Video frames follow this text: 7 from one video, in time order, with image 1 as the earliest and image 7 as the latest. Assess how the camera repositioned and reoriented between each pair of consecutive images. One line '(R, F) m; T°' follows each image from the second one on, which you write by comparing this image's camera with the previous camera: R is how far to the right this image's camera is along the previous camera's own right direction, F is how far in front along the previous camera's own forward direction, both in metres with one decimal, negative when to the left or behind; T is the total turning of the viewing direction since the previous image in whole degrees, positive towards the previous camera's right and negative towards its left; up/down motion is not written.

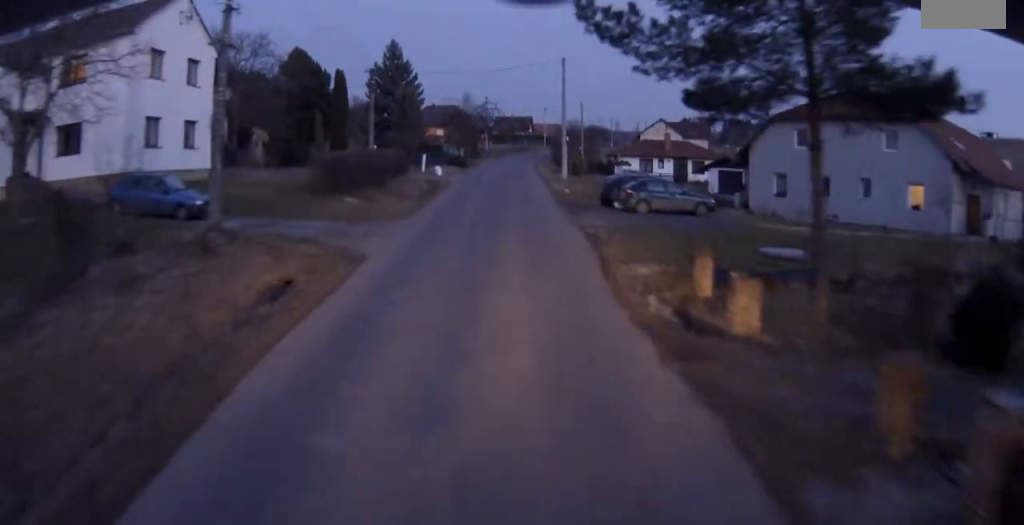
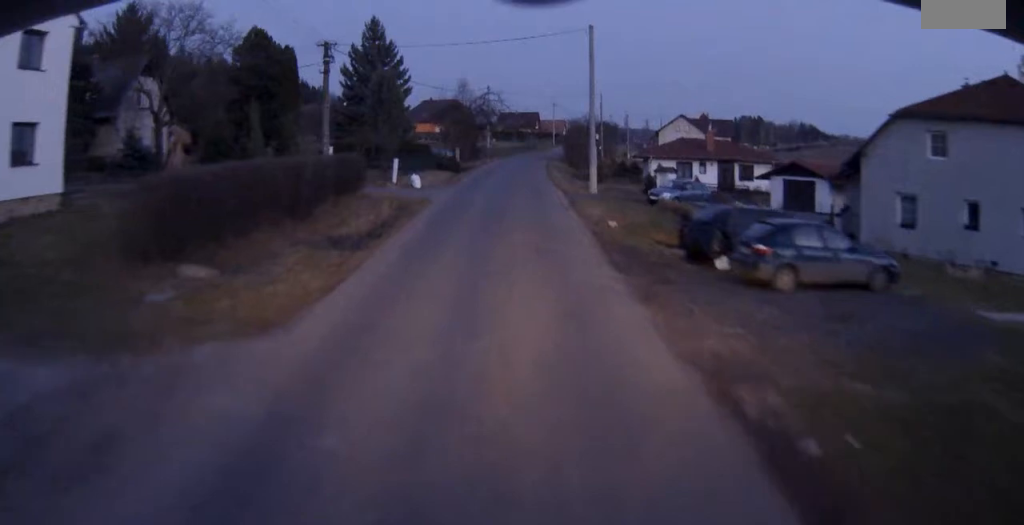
(0.0, +17.9) m; +1°
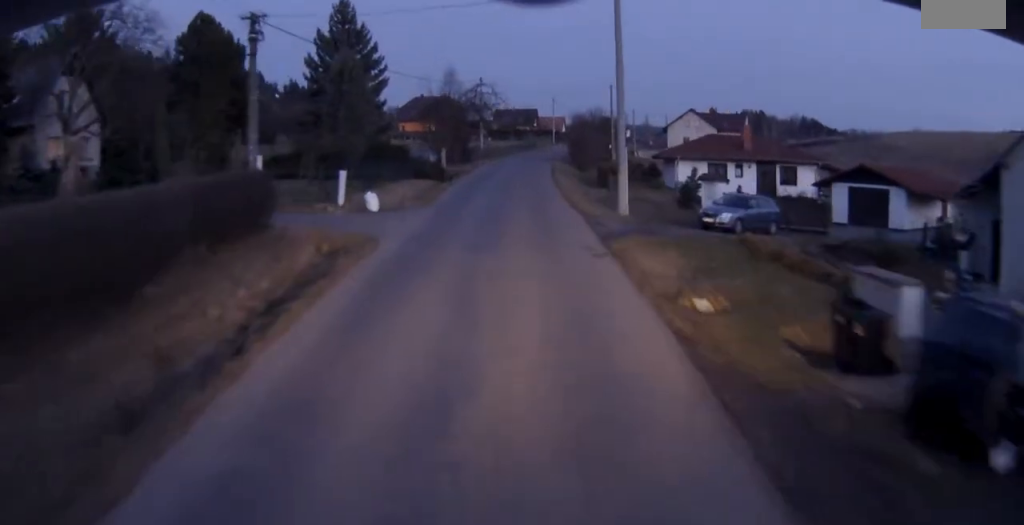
(+0.2, +12.6) m; +2°
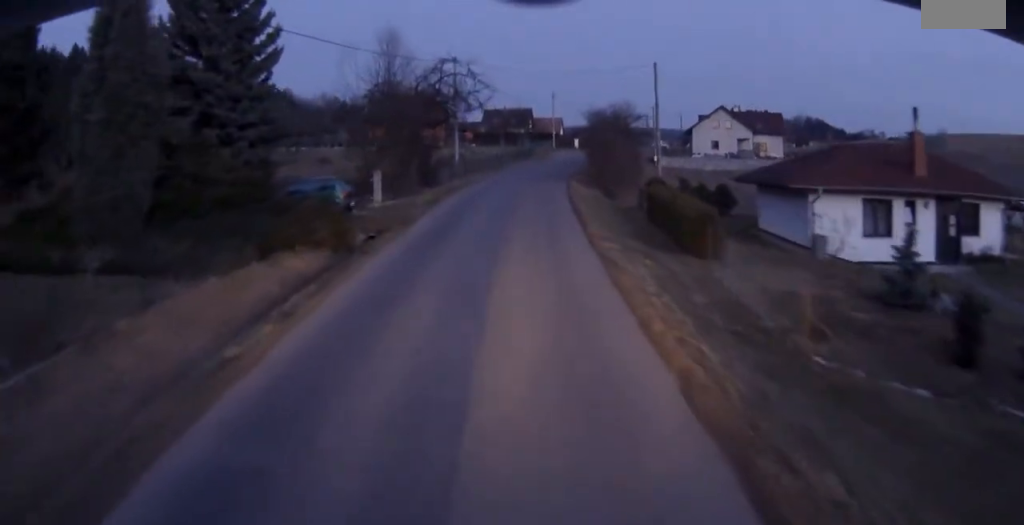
(+0.8, +25.7) m; +2°
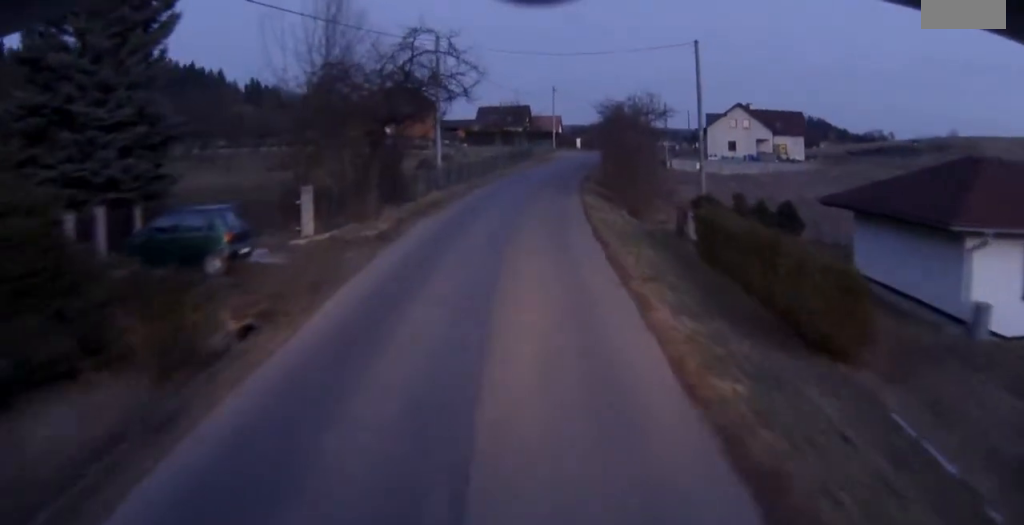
(-0.1, +11.3) m; +1°
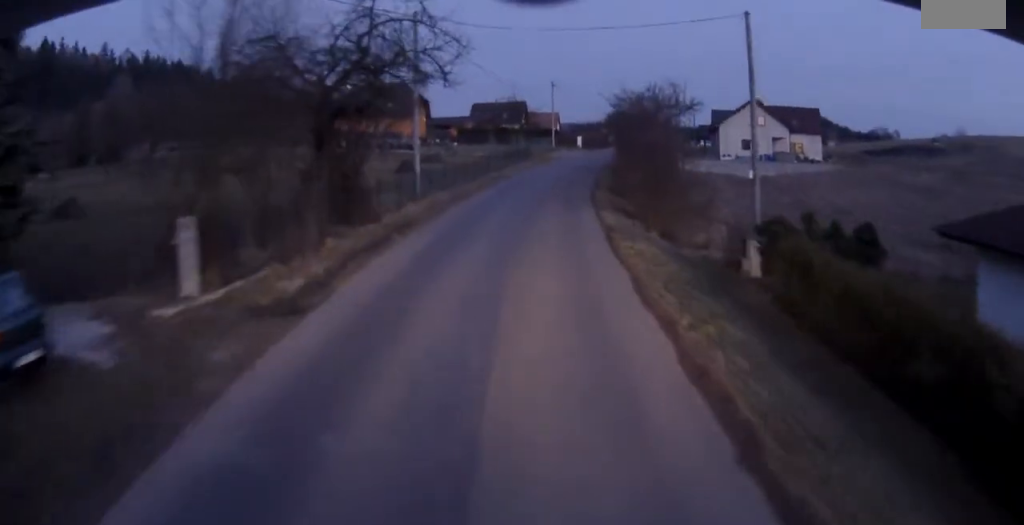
(+0.2, +8.4) m; +2°
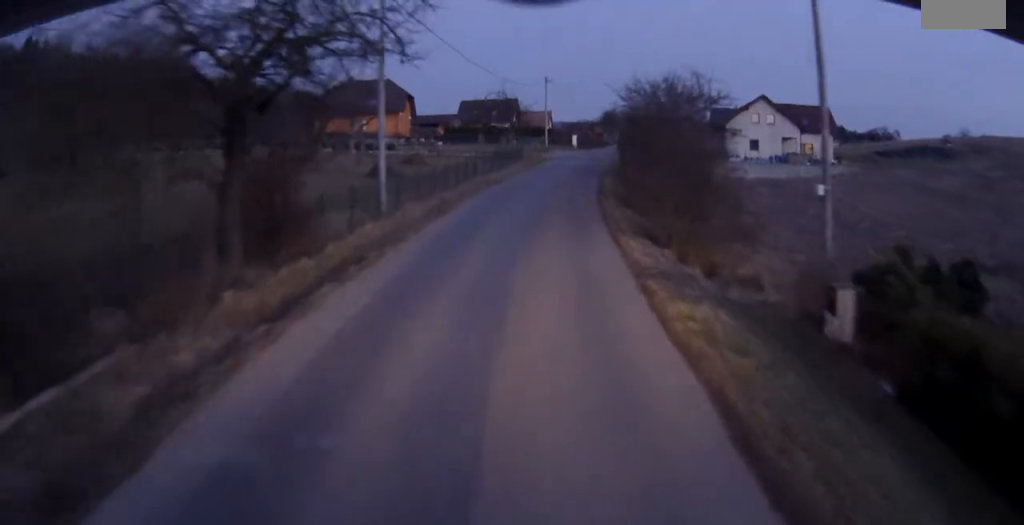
(+0.2, +7.0) m; +1°
